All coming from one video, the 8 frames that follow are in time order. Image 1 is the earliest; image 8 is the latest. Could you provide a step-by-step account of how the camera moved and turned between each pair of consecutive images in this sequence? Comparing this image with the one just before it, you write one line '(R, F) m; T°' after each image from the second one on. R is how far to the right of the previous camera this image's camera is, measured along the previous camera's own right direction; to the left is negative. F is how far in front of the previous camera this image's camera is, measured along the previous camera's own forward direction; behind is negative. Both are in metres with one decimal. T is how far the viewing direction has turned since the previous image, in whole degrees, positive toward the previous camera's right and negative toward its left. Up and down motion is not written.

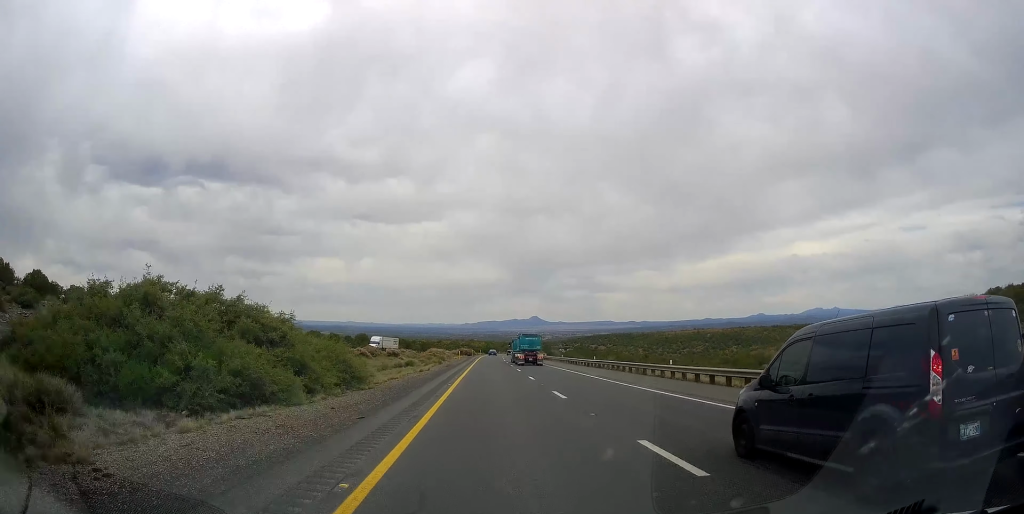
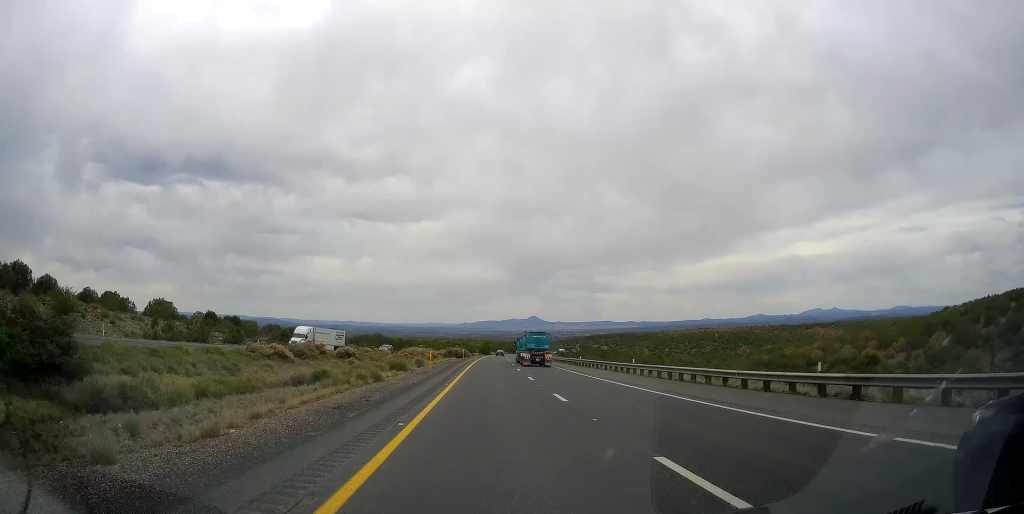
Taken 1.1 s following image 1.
(0.0, +37.9) m; 0°
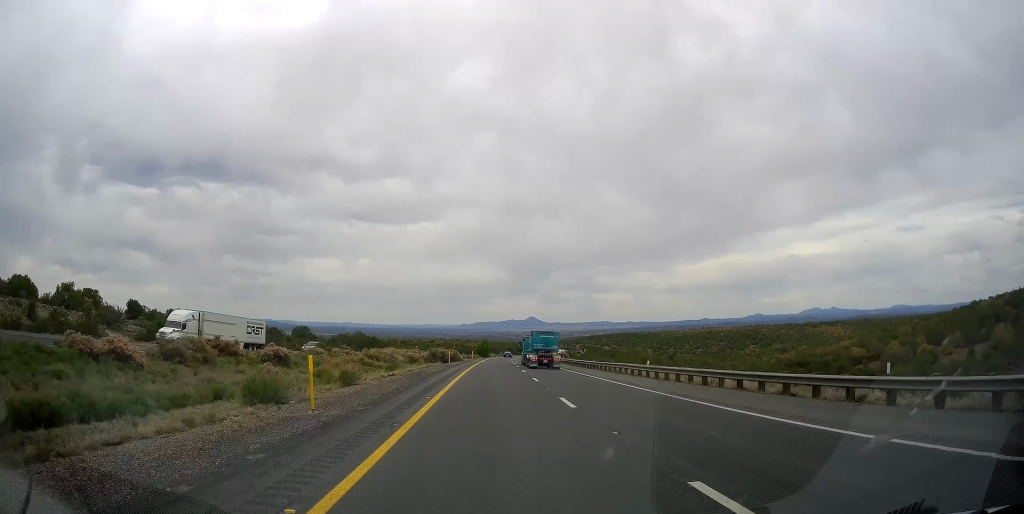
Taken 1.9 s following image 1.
(0.0, +26.4) m; 0°
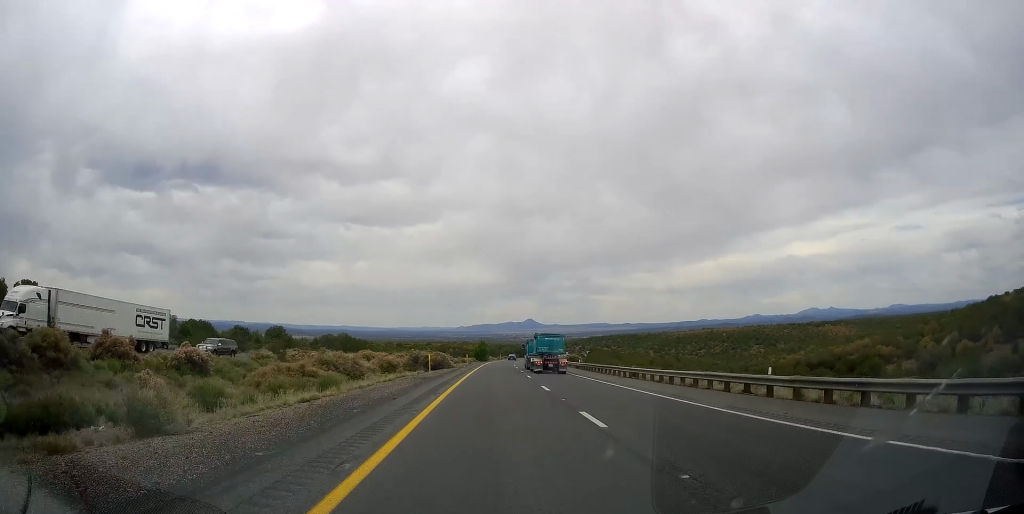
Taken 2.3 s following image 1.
(0.0, +16.1) m; 0°
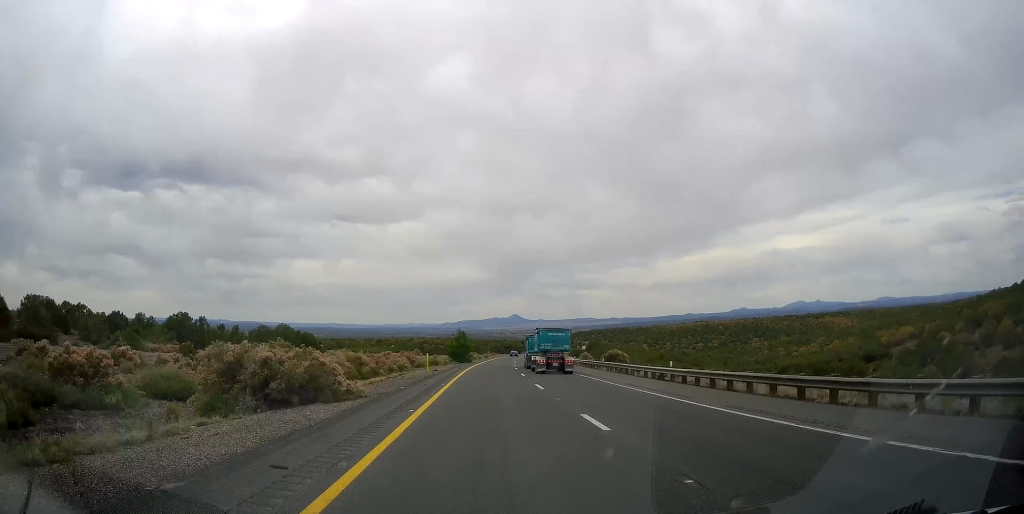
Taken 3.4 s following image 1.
(+0.2, +36.9) m; +1°
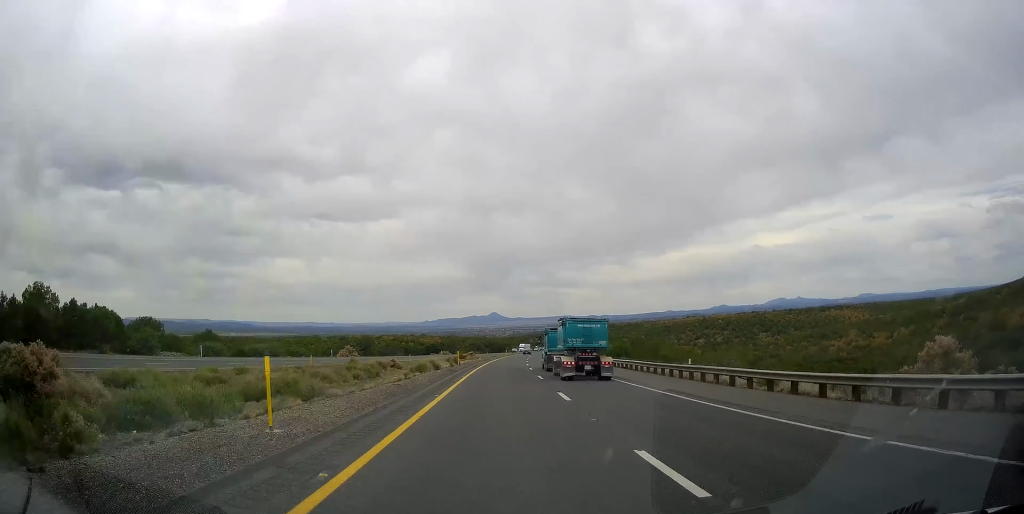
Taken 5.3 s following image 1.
(+1.0, +66.8) m; +2°
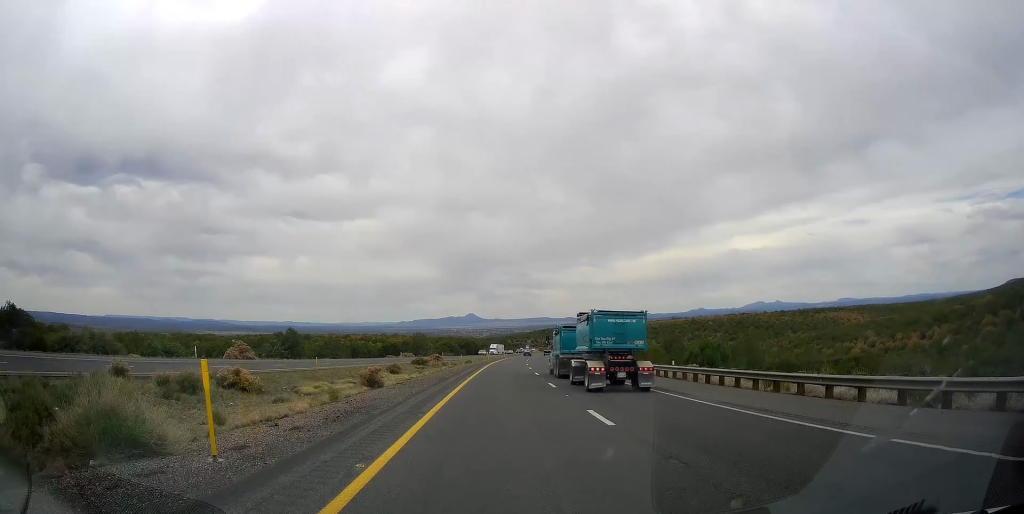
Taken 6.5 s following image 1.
(+0.5, +41.8) m; +2°
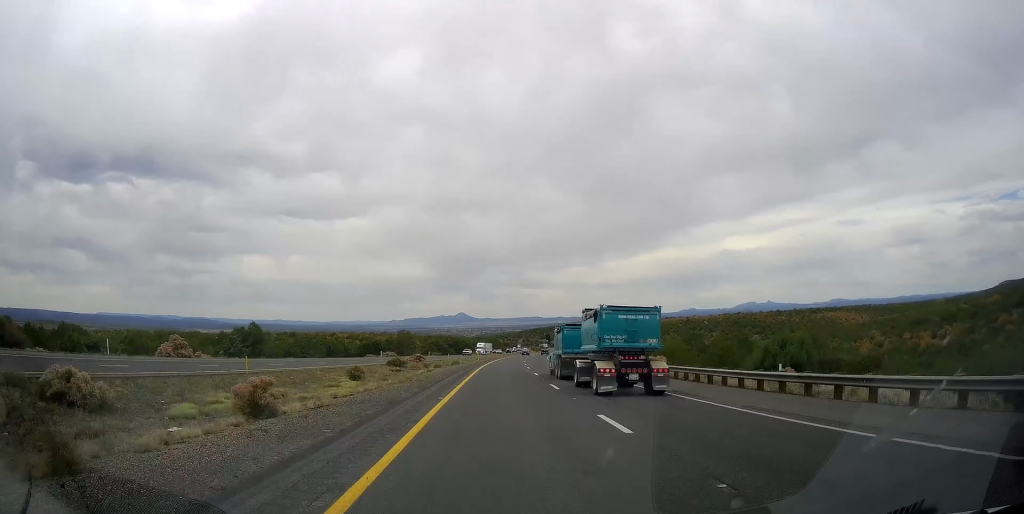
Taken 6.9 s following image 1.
(-0.2, +14.0) m; +1°
